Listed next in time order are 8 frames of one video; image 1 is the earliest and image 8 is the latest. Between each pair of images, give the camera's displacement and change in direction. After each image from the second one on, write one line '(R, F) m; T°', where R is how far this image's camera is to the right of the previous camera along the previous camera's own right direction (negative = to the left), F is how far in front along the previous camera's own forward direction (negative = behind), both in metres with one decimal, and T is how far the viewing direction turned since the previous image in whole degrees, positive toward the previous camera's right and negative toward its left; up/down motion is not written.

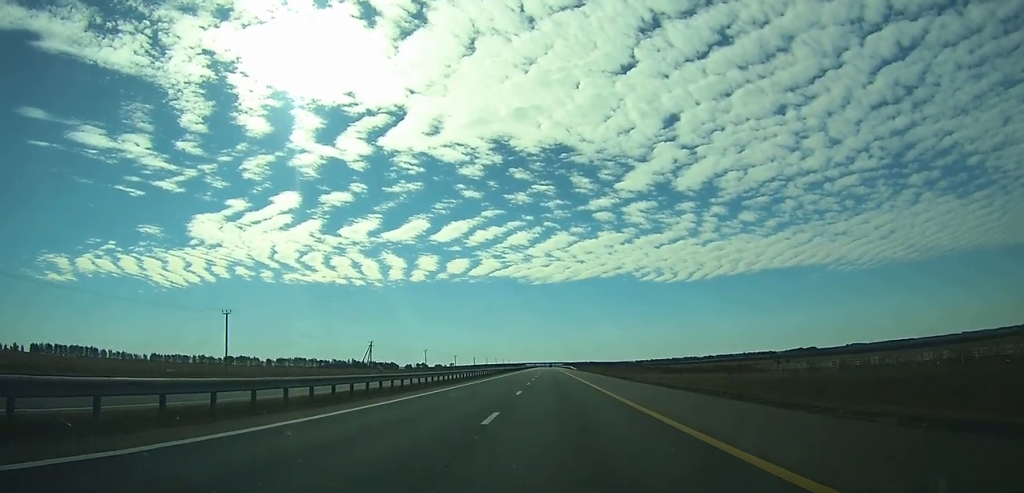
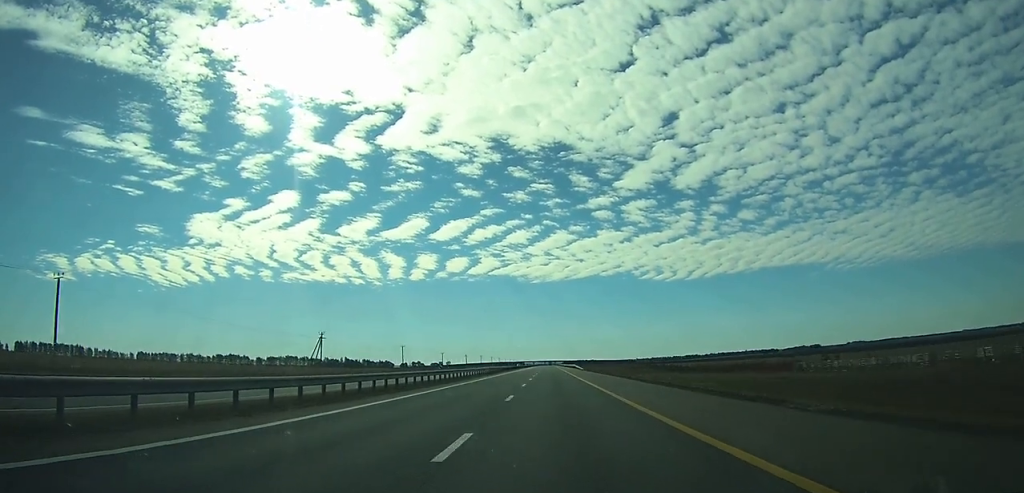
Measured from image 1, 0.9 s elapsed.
(0.0, +28.8) m; 0°
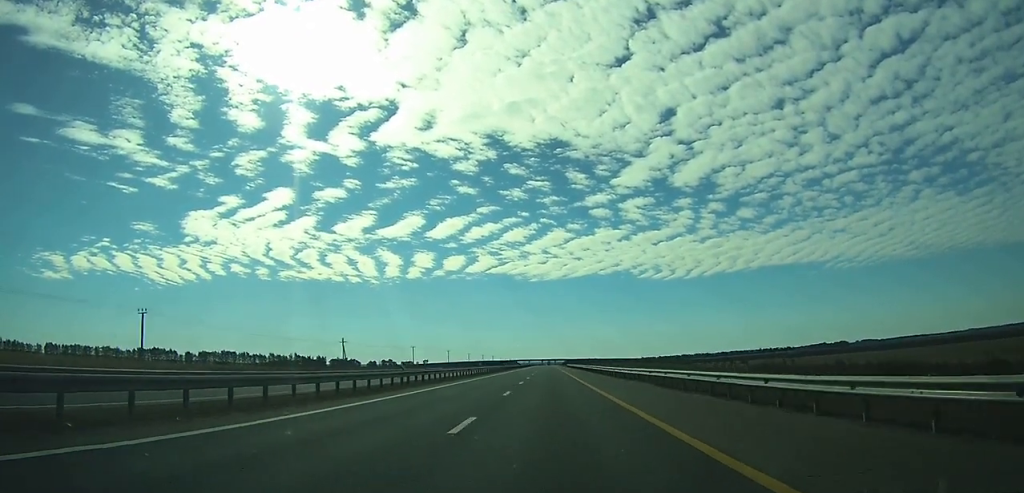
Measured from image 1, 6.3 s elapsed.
(-0.1, +166.0) m; 0°
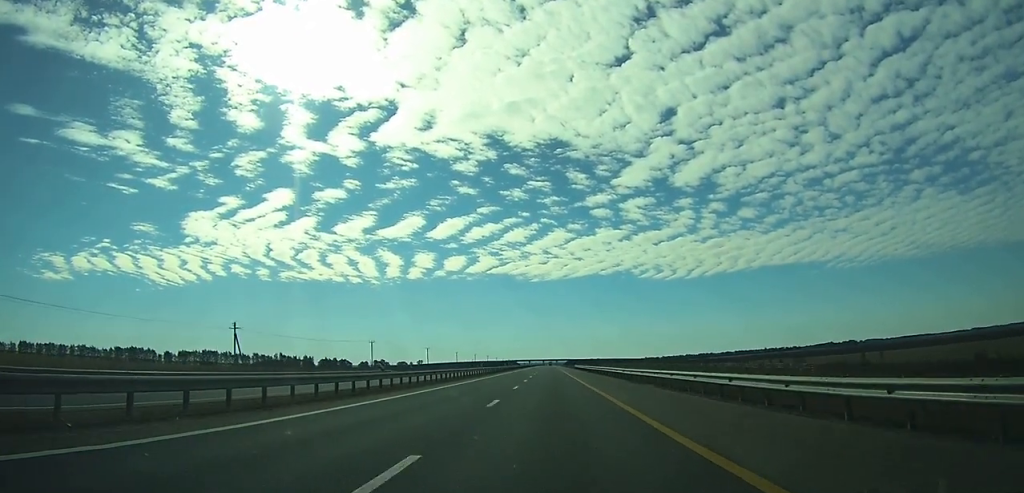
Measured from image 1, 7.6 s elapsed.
(0.0, +41.6) m; 0°
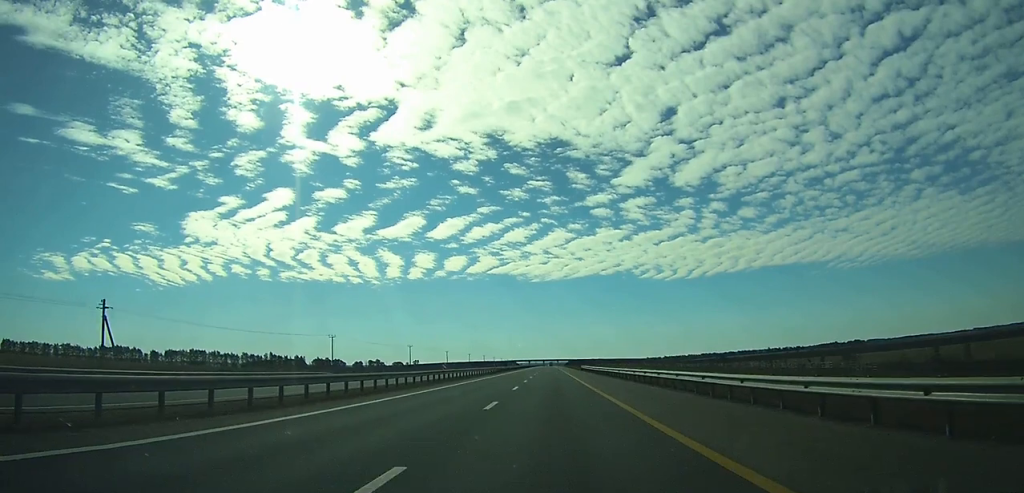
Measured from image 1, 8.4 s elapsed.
(0.0, +25.0) m; 0°
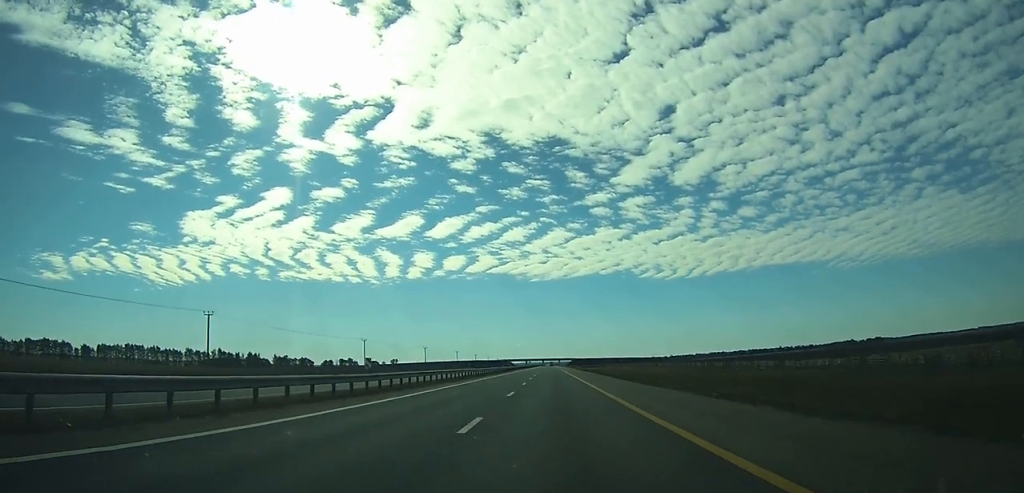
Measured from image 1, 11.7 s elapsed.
(+0.1, +101.9) m; 0°
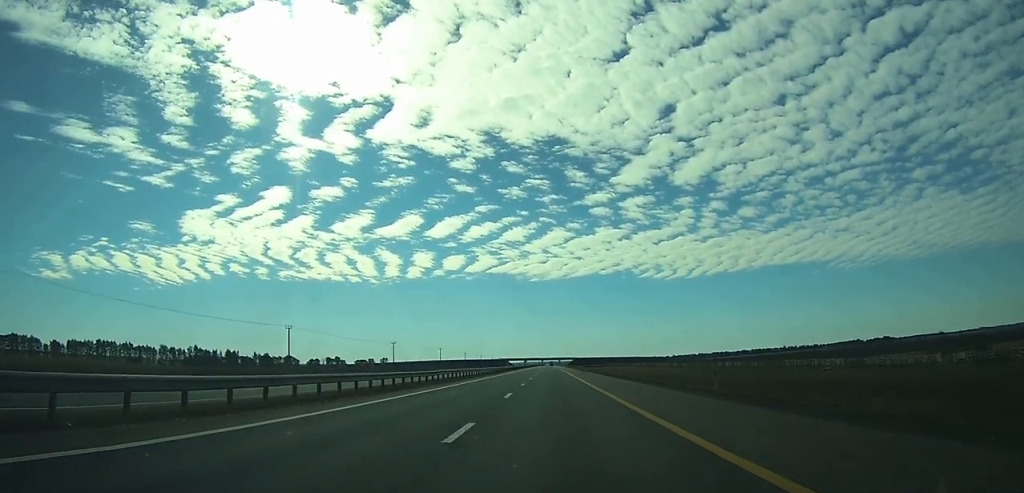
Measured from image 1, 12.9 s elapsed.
(0.0, +37.4) m; 0°
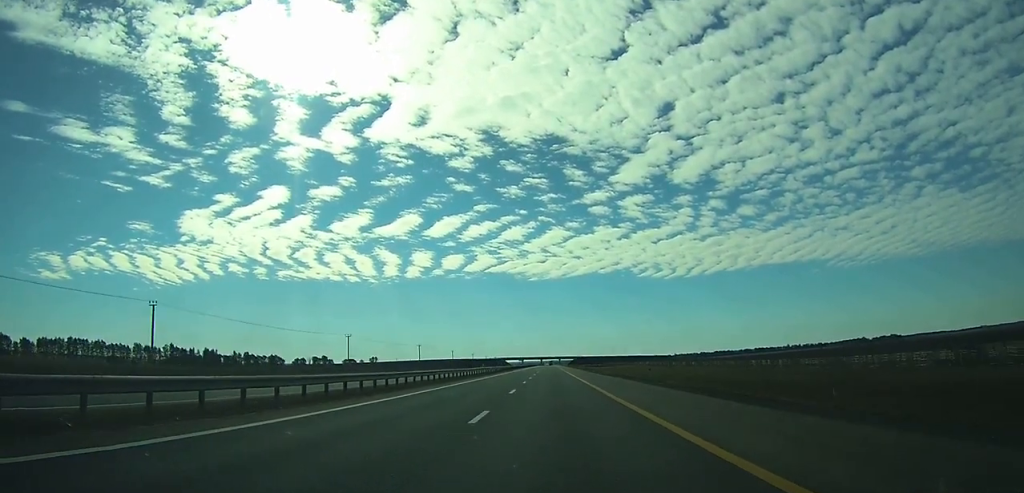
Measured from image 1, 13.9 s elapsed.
(0.0, +33.2) m; 0°
